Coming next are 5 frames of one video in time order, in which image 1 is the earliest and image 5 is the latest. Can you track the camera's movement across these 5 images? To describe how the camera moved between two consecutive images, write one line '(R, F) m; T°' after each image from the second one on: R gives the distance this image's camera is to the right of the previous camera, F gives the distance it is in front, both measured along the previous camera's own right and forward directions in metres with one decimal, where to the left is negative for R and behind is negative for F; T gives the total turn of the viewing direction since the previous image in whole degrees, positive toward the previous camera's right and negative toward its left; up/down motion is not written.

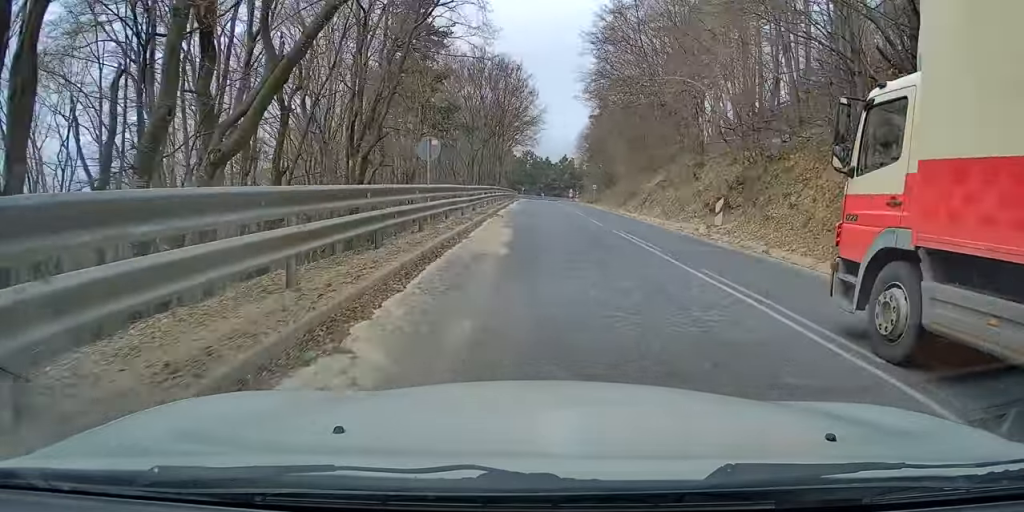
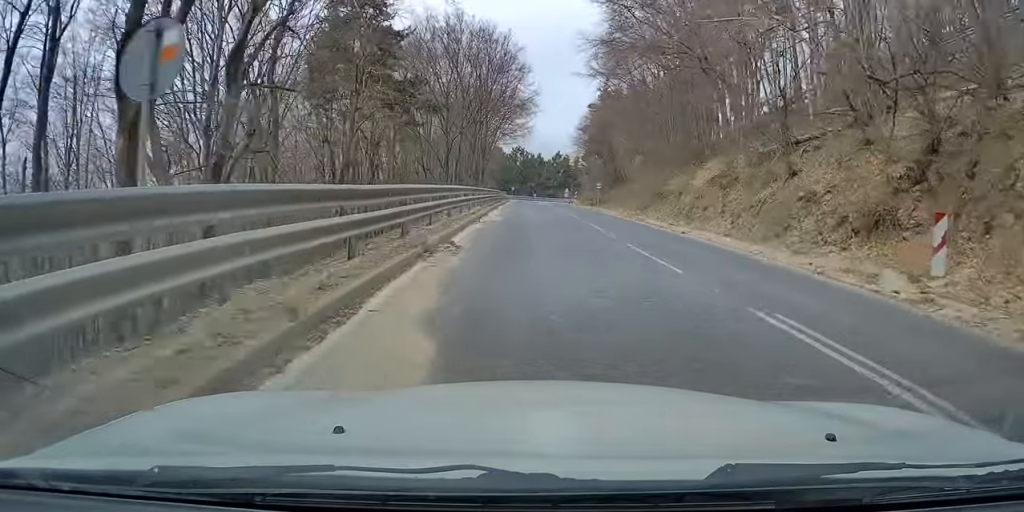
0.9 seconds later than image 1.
(0.0, +14.0) m; +2°
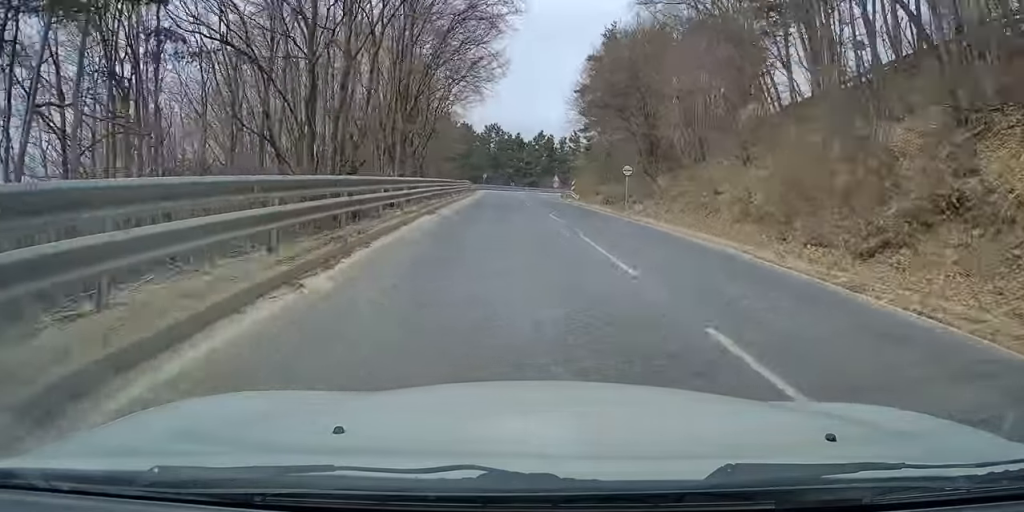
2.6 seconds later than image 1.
(+1.4, +28.9) m; +3°
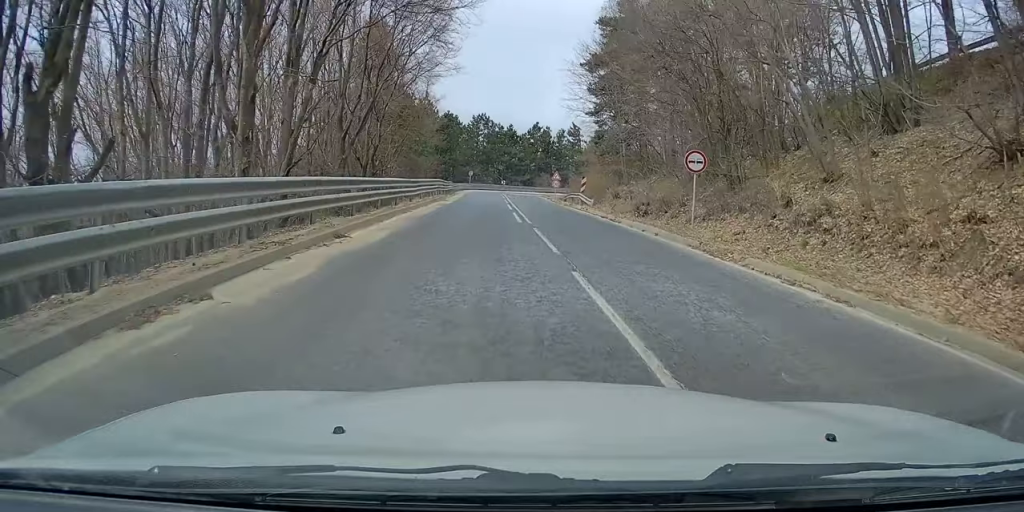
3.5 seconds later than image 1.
(-0.3, +14.7) m; -2°
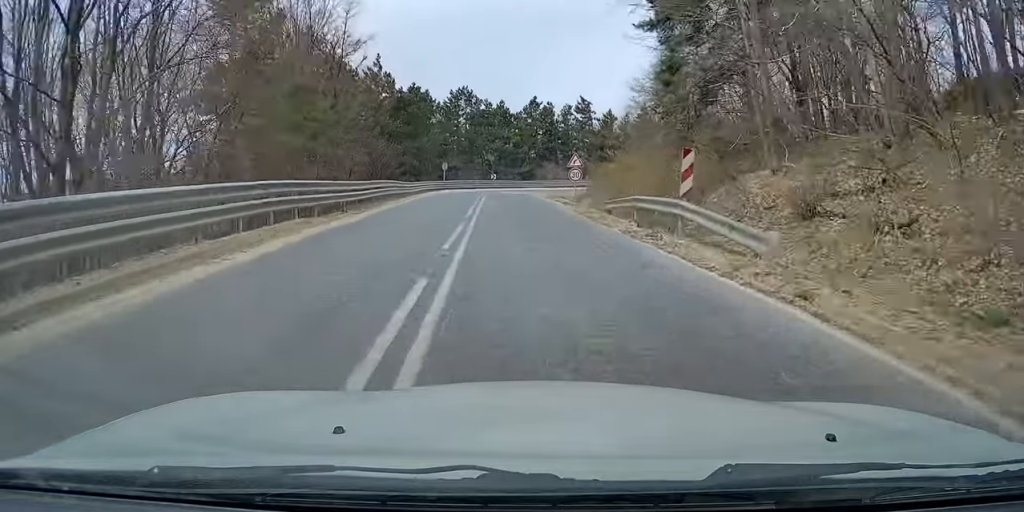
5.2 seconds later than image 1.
(-0.5, +25.8) m; 0°
